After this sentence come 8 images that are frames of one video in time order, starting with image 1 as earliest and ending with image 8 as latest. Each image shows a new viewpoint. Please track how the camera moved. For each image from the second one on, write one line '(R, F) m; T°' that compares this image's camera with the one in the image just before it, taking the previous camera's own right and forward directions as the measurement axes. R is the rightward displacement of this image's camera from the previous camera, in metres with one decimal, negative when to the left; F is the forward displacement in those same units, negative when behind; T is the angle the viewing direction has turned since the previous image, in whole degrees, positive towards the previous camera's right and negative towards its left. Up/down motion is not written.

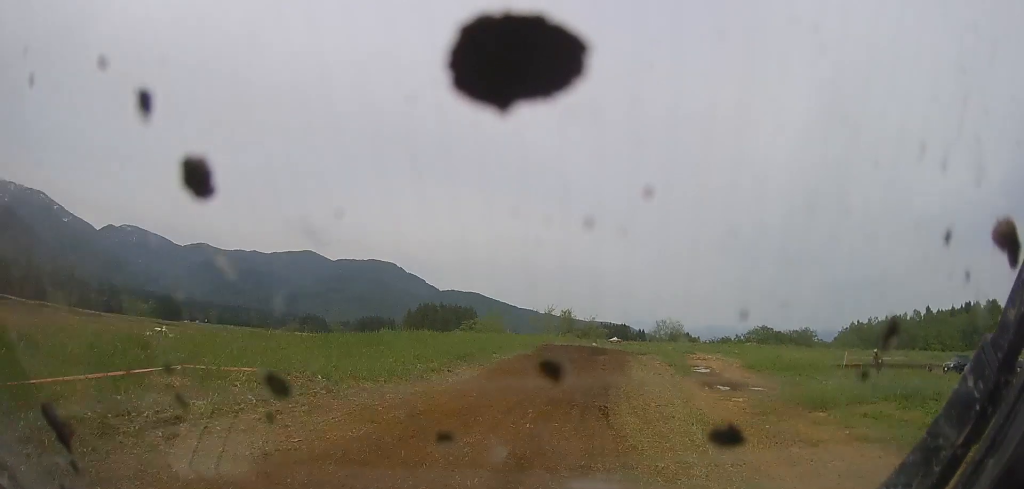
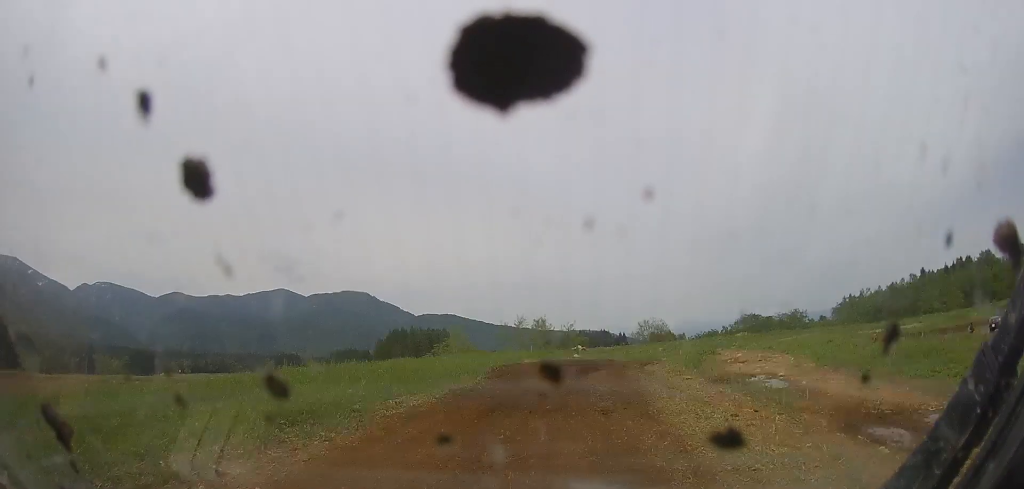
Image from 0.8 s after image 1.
(0.0, +11.5) m; 0°
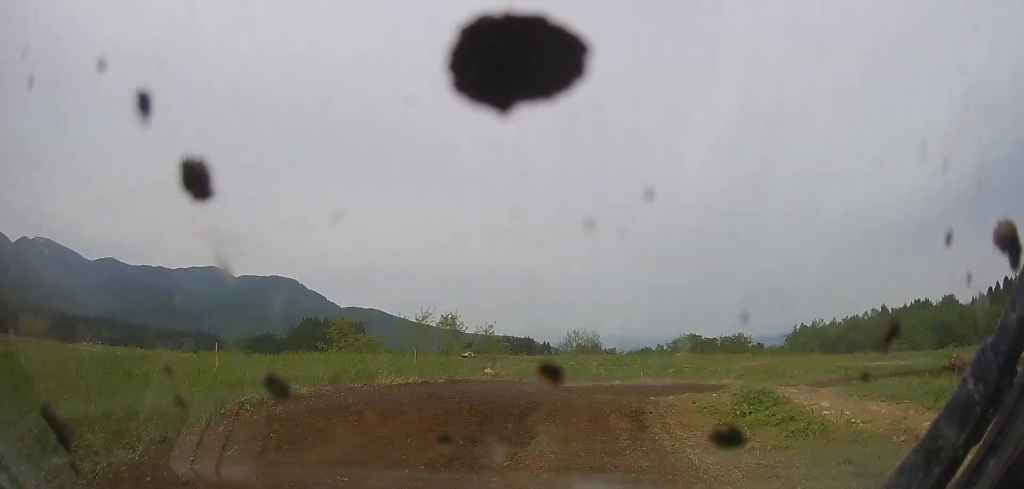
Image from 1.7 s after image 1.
(0.0, +14.0) m; +4°
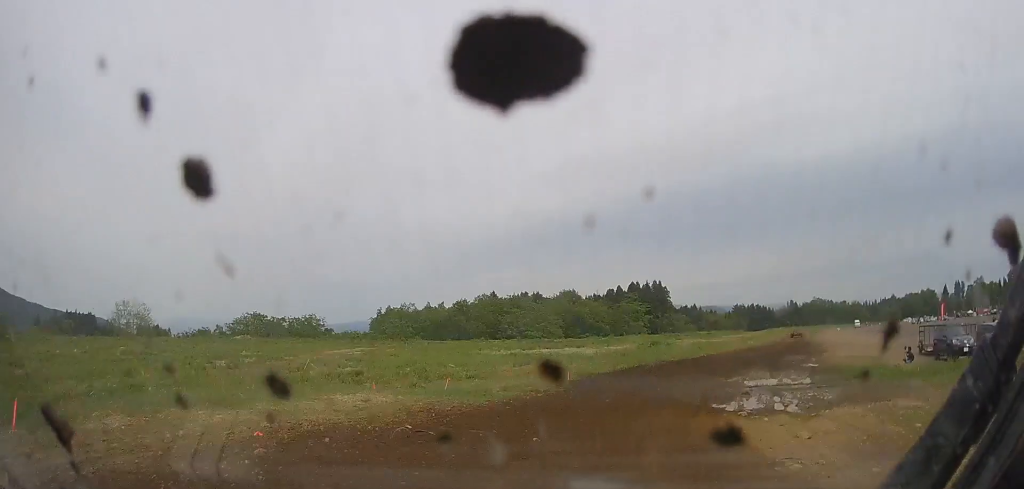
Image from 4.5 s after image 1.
(+14.9, +21.2) m; +68°
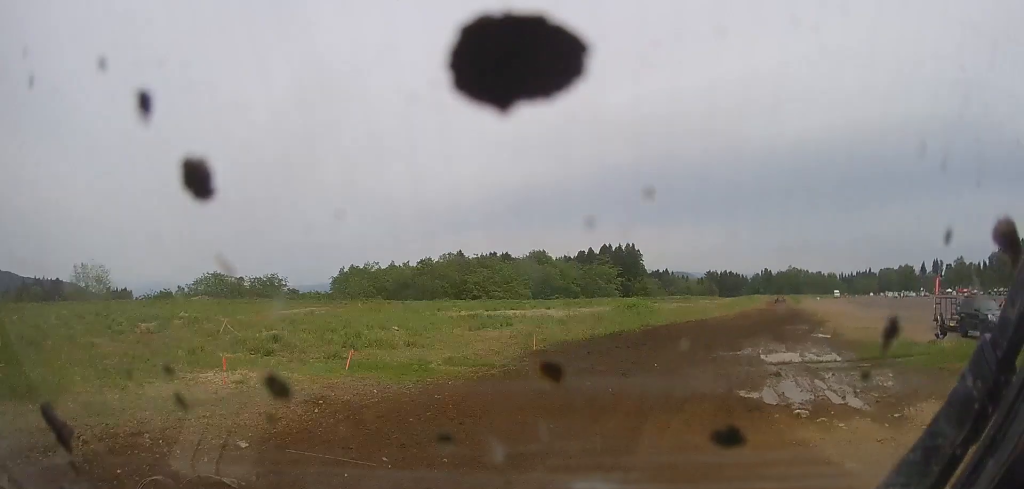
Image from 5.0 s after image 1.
(0.0, +5.9) m; 0°
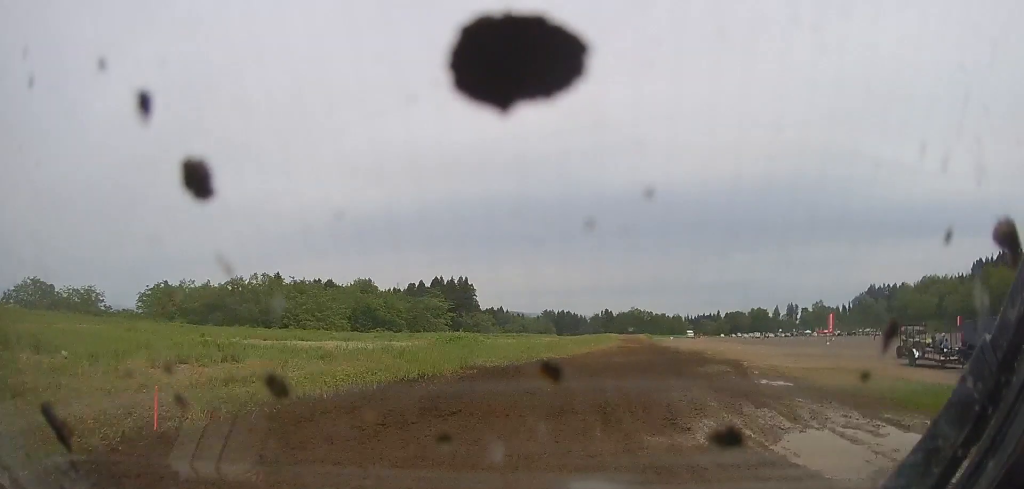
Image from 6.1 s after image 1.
(0.0, +10.8) m; +2°
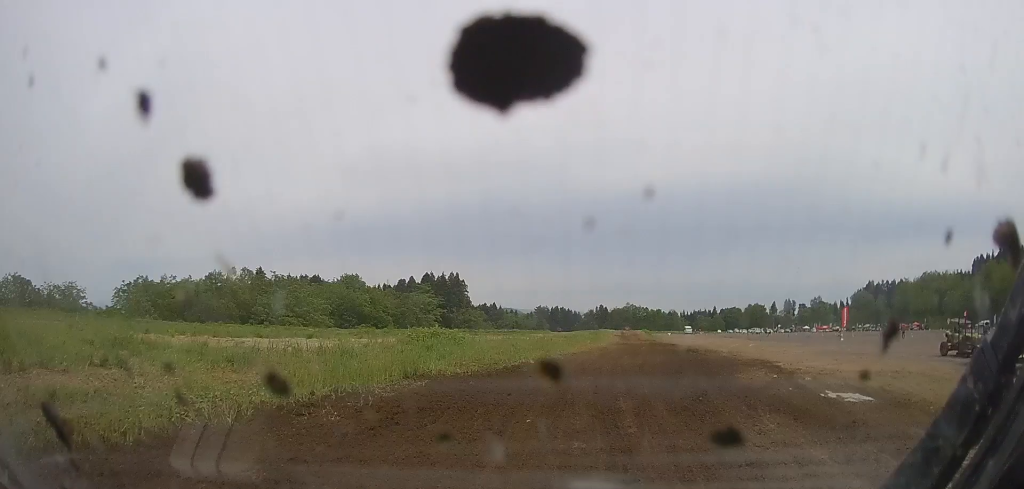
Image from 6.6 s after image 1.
(+0.1, +6.0) m; +7°
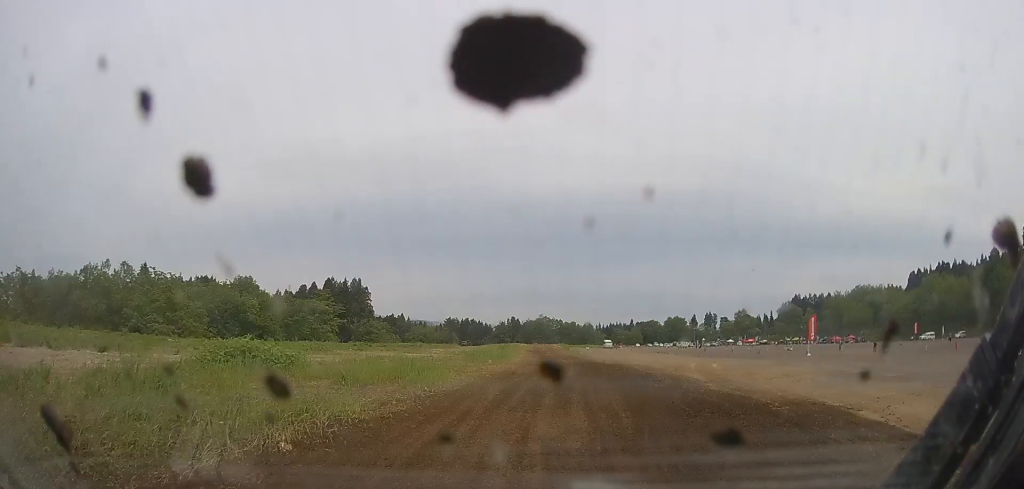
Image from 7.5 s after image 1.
(+1.2, +10.5) m; +11°
